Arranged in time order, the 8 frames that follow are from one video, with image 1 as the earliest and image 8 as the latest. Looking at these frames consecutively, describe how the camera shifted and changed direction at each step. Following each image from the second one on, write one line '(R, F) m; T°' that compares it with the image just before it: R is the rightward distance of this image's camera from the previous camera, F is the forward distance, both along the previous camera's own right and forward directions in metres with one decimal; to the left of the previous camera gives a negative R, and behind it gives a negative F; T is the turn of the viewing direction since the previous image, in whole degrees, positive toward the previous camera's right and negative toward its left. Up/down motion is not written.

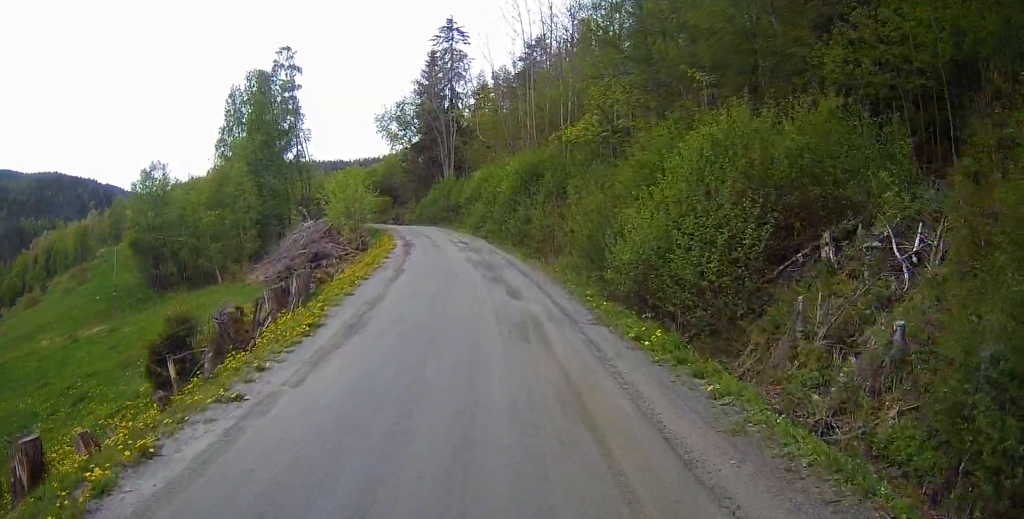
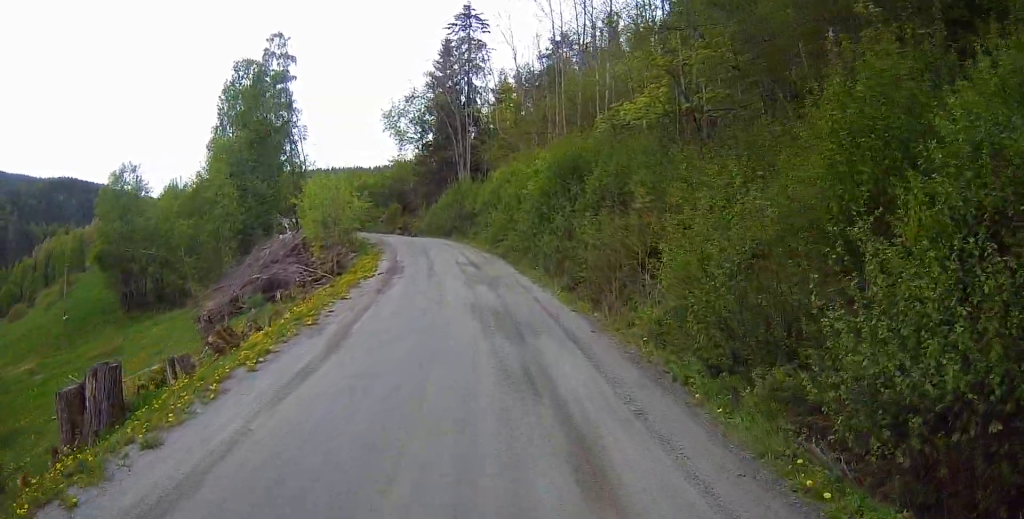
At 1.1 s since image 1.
(-0.5, +9.1) m; -7°
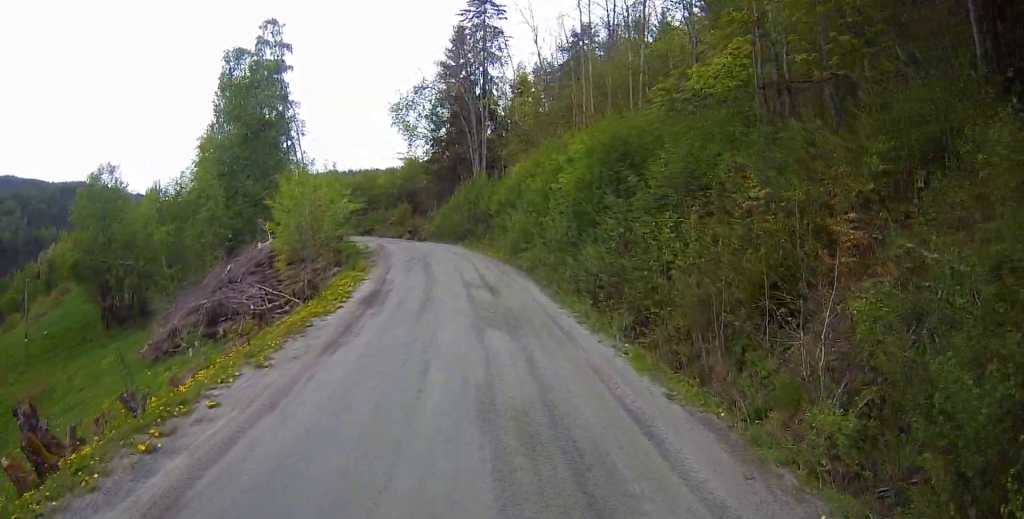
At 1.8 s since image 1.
(-0.4, +6.4) m; -3°
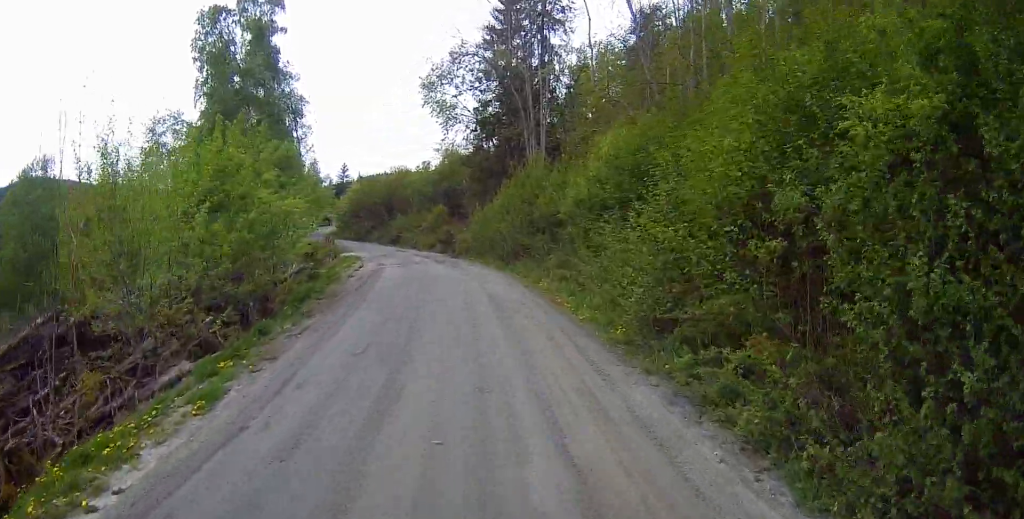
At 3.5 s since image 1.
(-0.4, +14.7) m; -3°
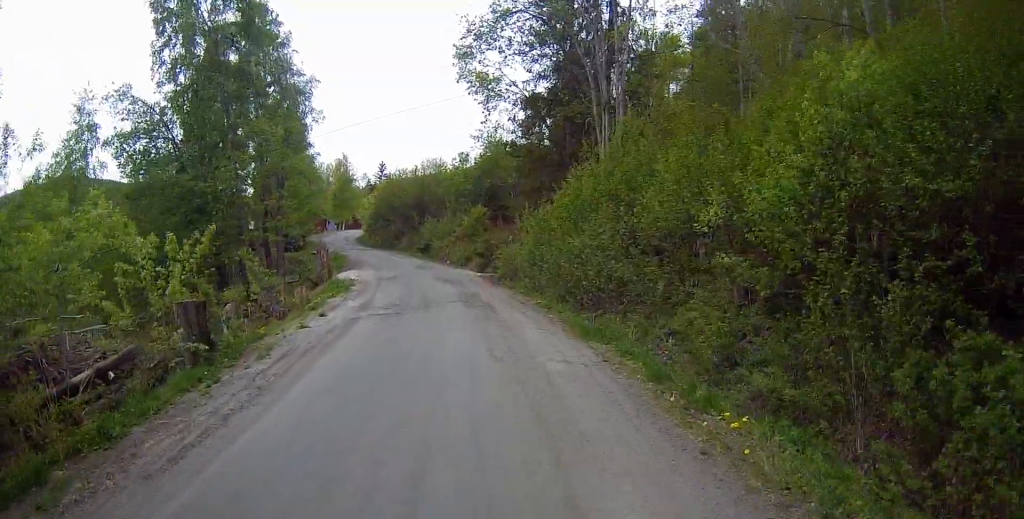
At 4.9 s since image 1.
(-0.3, +11.4) m; -3°
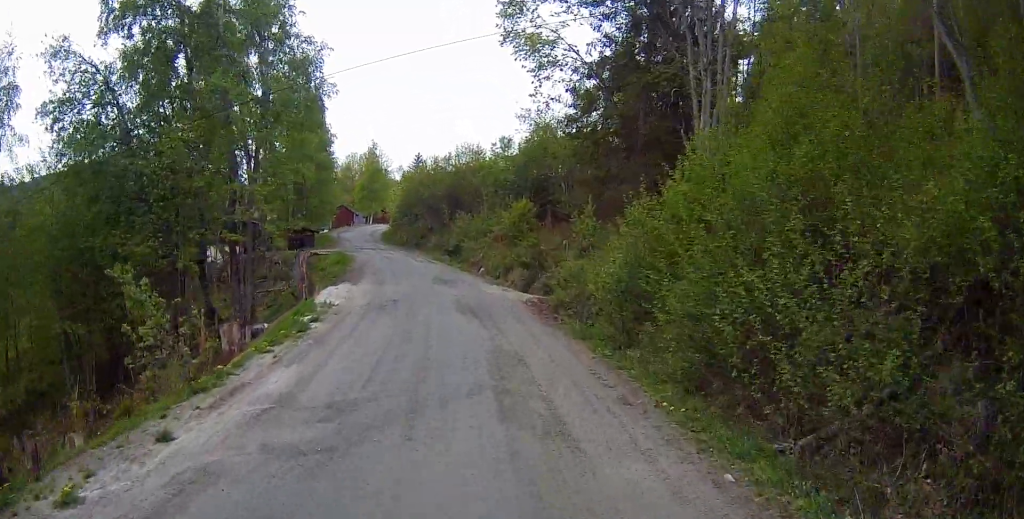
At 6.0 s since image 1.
(0.0, +8.5) m; -4°
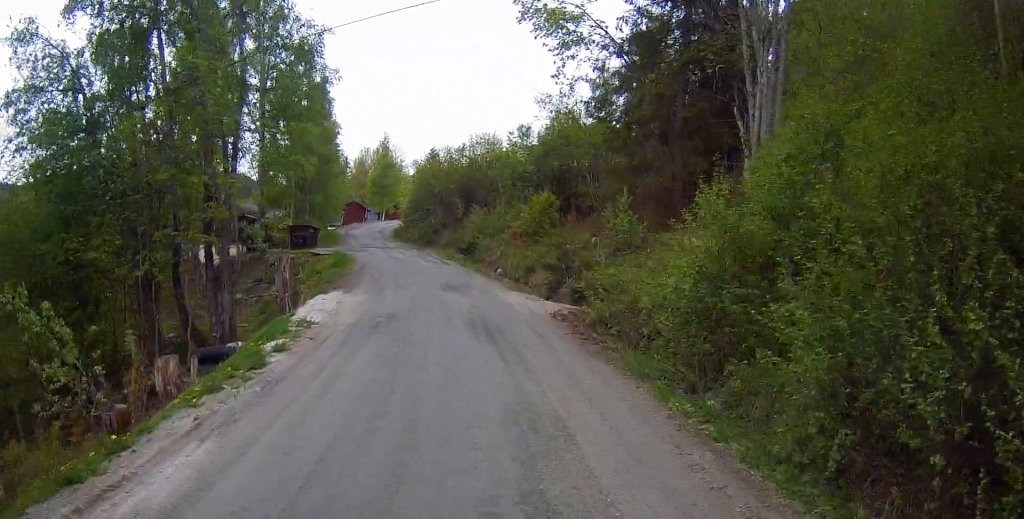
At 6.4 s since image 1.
(-0.2, +3.4) m; -2°
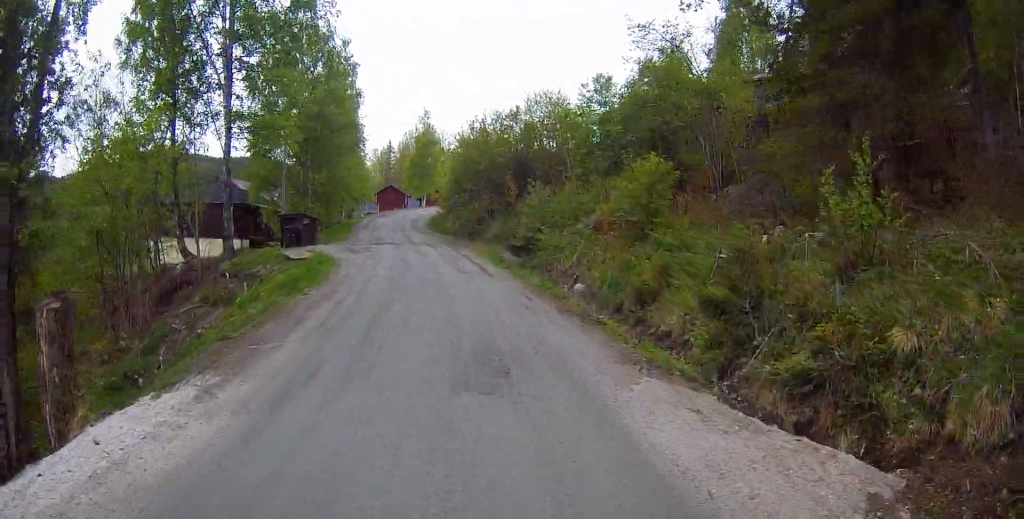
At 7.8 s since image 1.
(-0.7, +11.6) m; -5°
